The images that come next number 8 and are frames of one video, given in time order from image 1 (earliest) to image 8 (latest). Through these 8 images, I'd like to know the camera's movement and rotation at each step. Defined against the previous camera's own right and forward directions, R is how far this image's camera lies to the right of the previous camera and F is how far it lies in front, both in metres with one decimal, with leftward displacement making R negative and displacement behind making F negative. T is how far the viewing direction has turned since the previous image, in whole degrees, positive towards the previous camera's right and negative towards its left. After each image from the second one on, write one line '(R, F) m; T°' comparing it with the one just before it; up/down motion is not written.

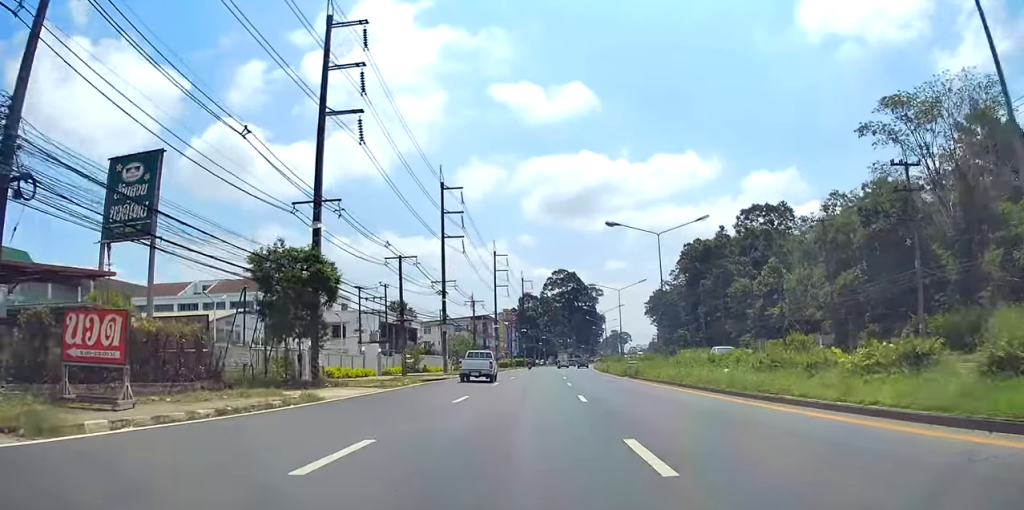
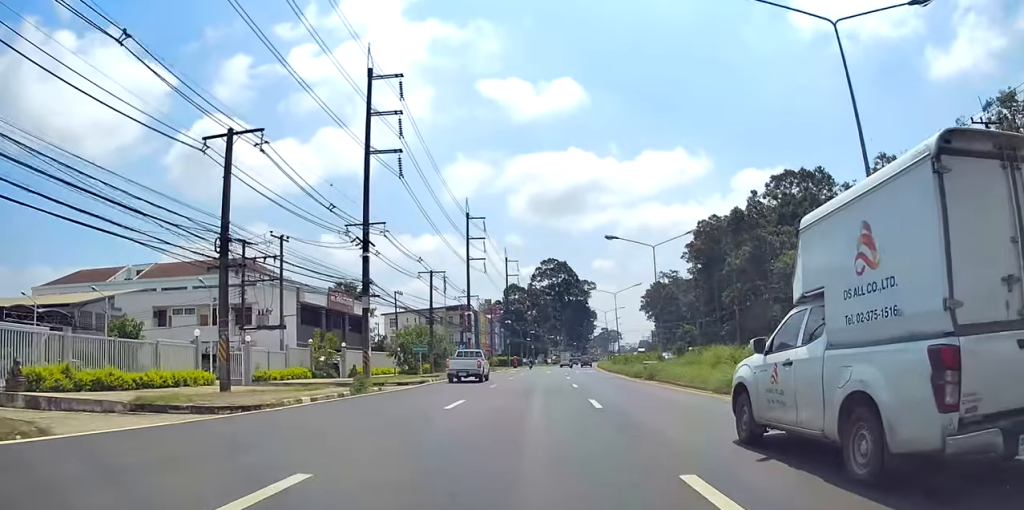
(-0.1, +27.1) m; 0°
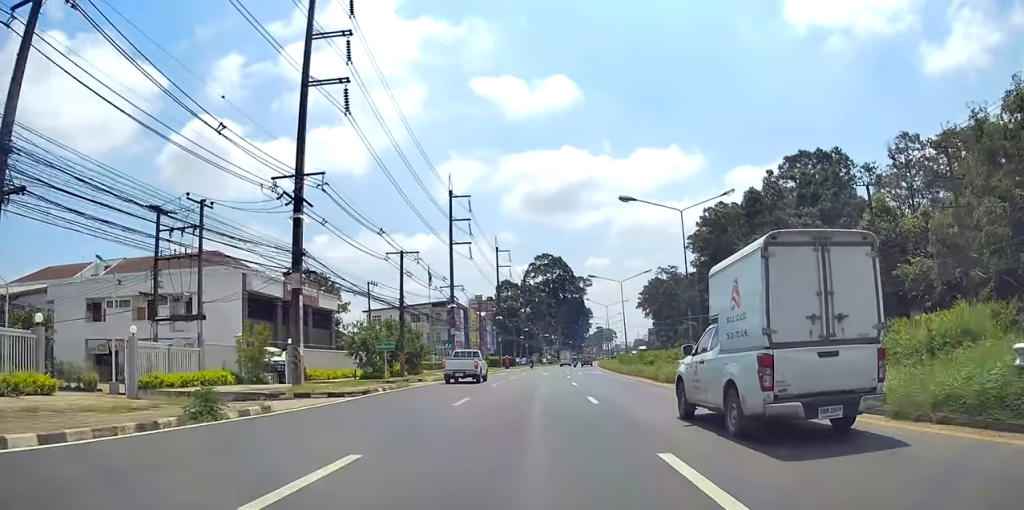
(0.0, +10.7) m; 0°
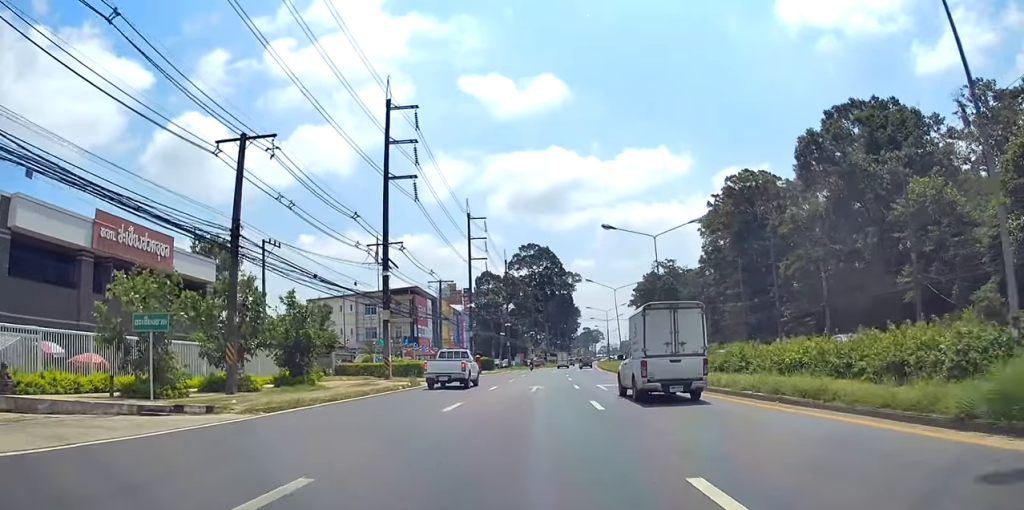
(+0.3, +25.8) m; +1°
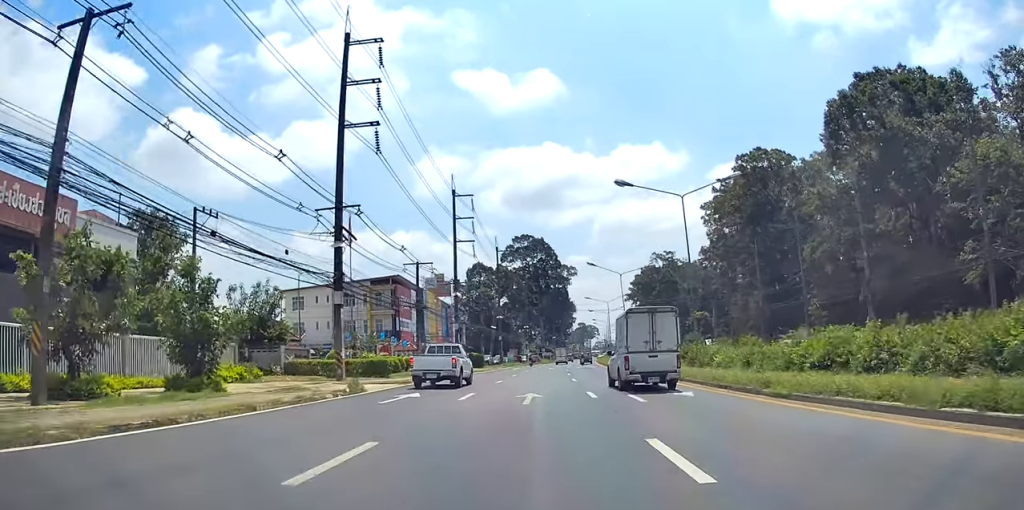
(0.0, +9.9) m; +1°
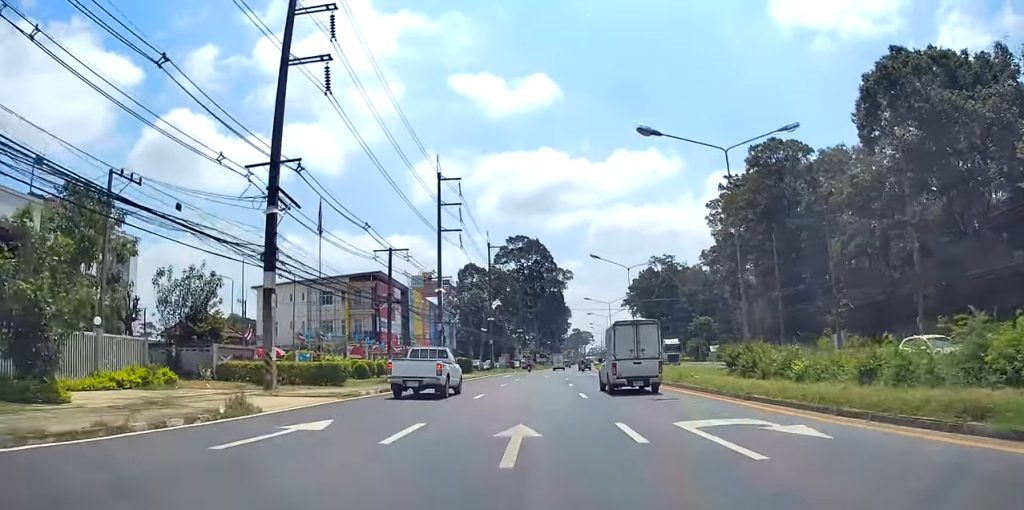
(0.0, +8.3) m; +1°
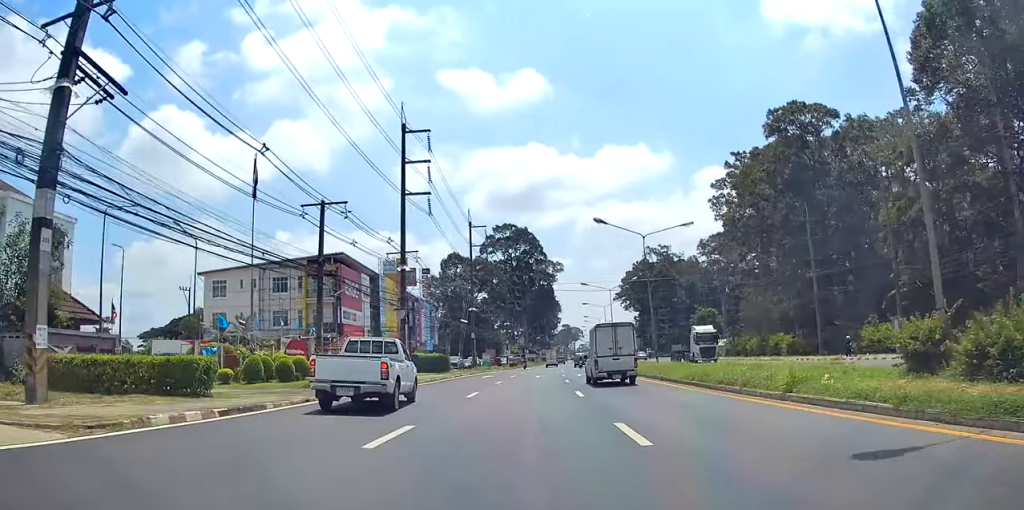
(+0.2, +13.0) m; +1°
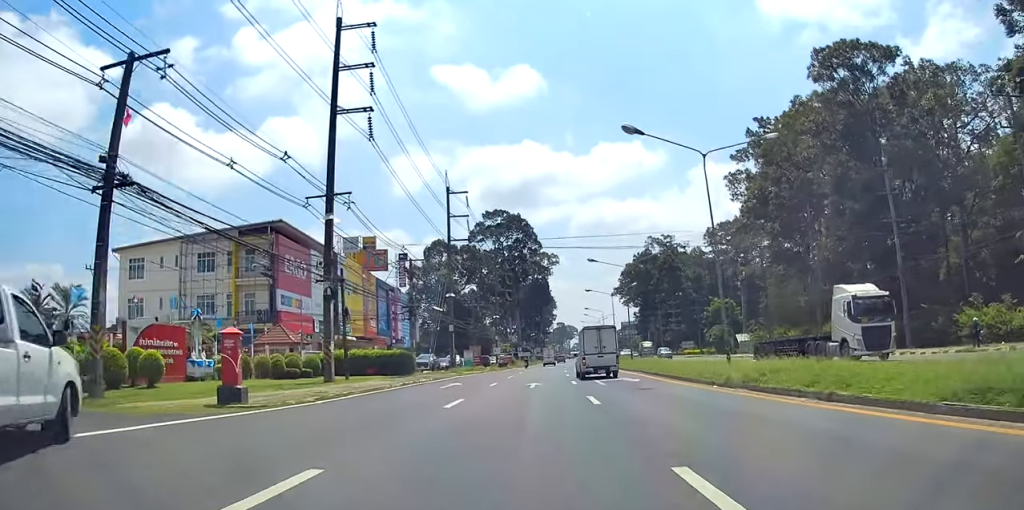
(+0.1, +16.7) m; 0°
